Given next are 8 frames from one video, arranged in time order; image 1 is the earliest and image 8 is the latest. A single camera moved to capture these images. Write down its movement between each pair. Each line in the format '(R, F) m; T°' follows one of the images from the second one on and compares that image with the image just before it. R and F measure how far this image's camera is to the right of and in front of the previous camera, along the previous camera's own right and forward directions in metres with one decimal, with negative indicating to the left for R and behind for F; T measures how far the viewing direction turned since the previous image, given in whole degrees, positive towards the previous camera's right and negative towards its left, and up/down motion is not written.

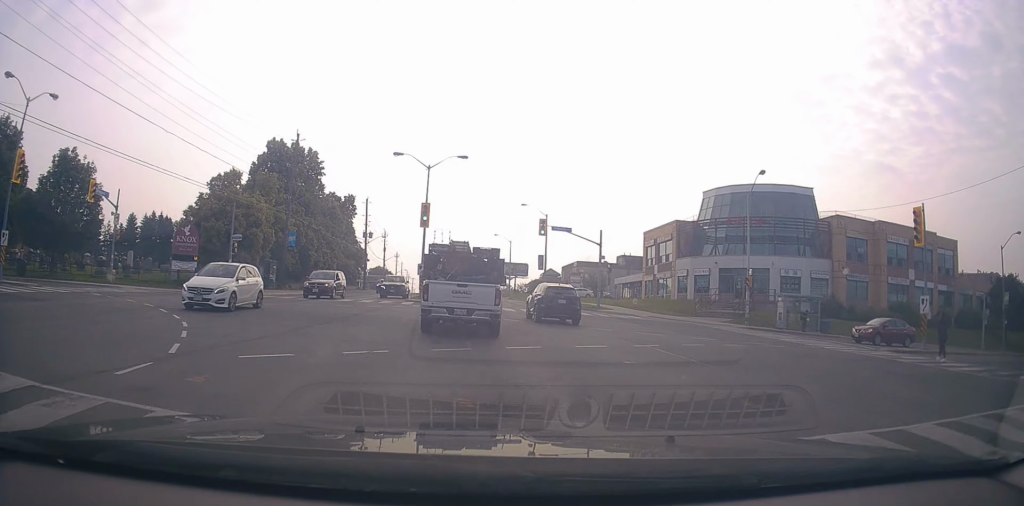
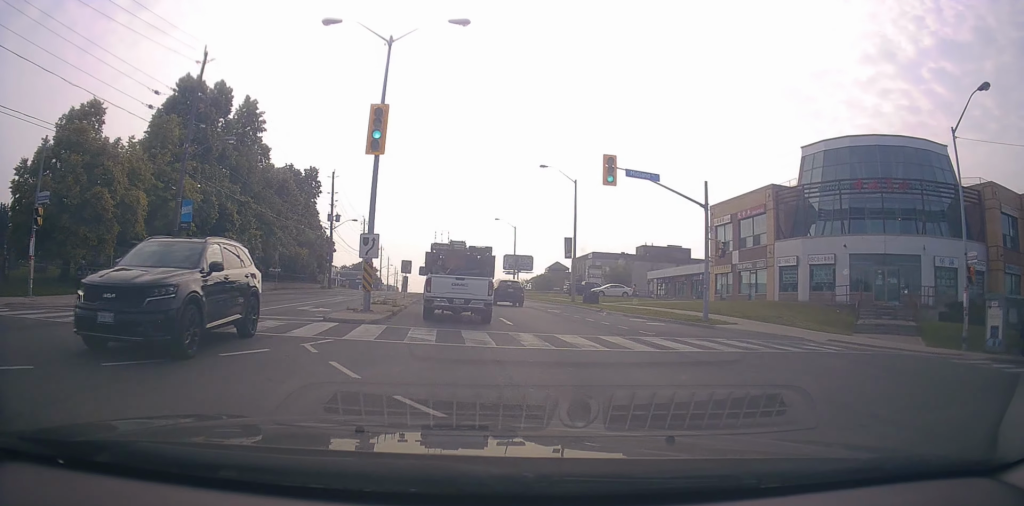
(-0.2, +20.0) m; 0°
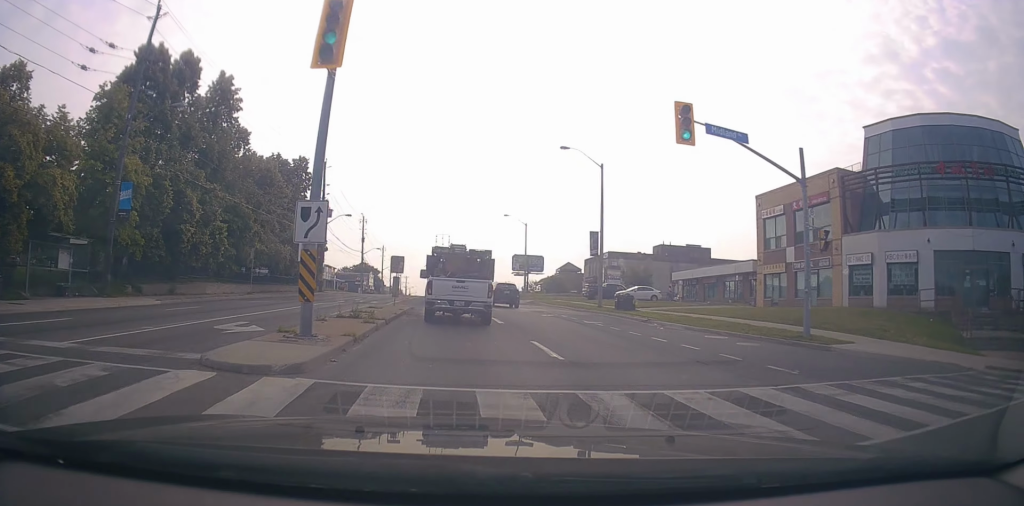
(-0.1, +7.3) m; 0°
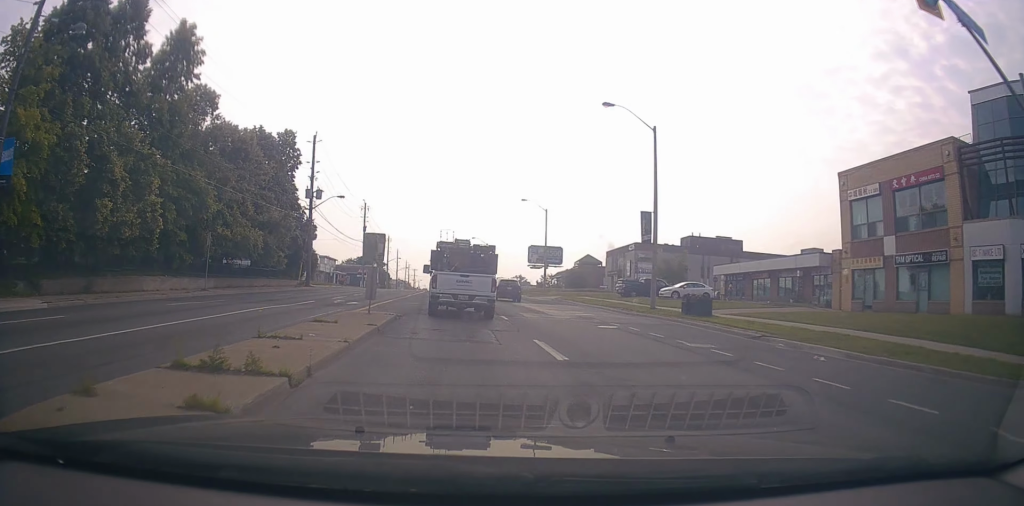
(0.0, +9.2) m; +1°
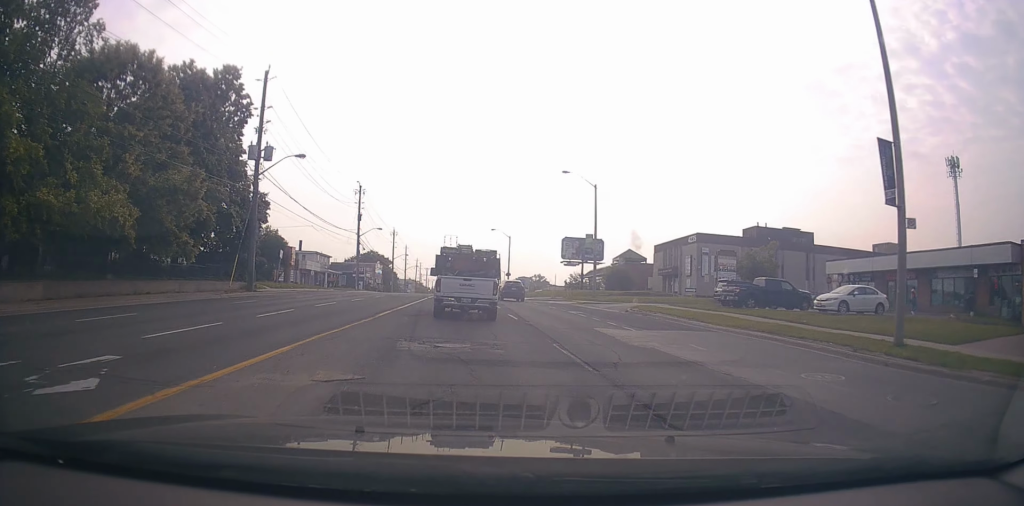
(-0.1, +18.6) m; -2°
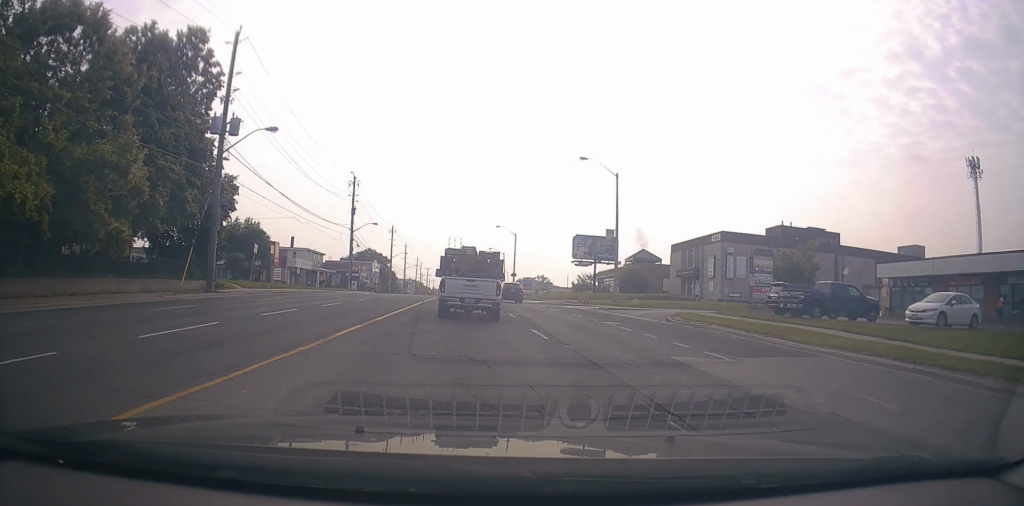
(0.0, +6.5) m; -1°
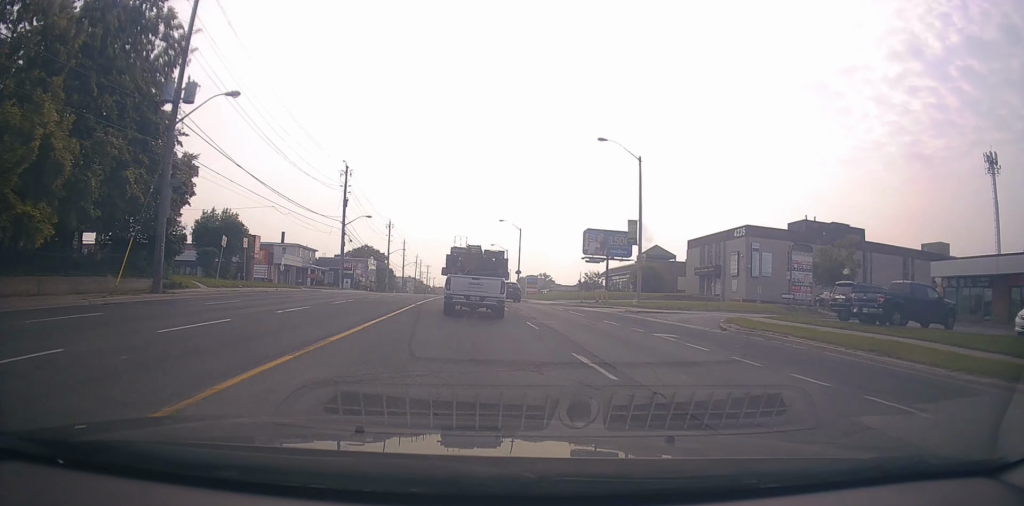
(0.0, +5.8) m; -1°
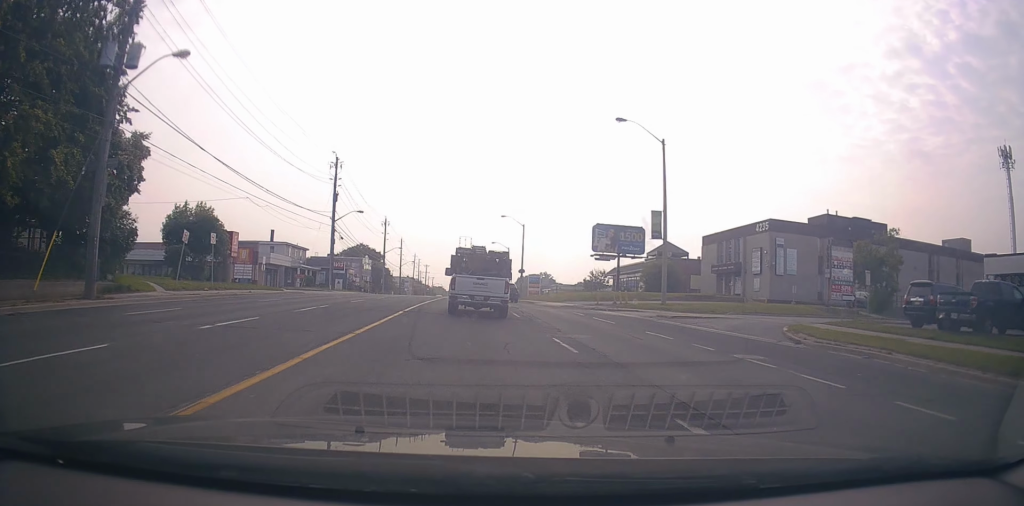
(-0.1, +5.2) m; -1°
